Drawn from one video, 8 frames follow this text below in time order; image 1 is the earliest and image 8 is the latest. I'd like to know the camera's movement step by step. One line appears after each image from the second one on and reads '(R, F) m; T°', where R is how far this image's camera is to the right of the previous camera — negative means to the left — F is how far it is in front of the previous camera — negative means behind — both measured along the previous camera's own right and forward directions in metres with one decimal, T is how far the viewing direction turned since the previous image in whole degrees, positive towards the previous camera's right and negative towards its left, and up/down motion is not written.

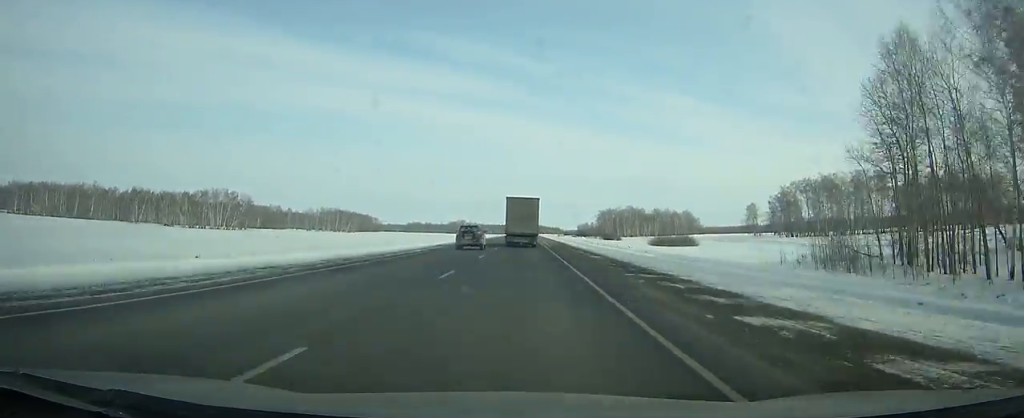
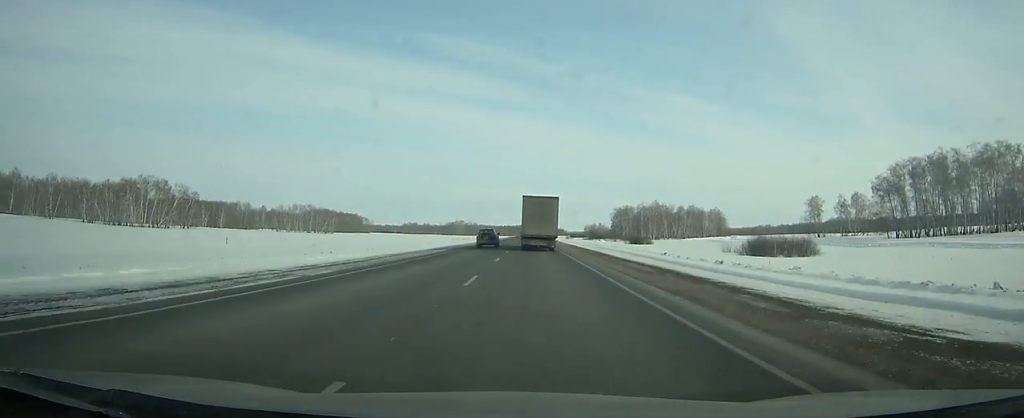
(-0.1, +61.0) m; 0°
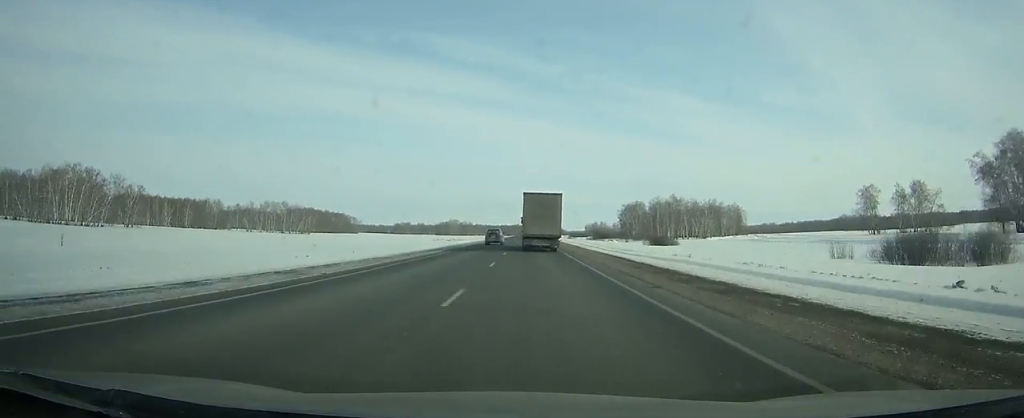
(0.0, +39.2) m; 0°
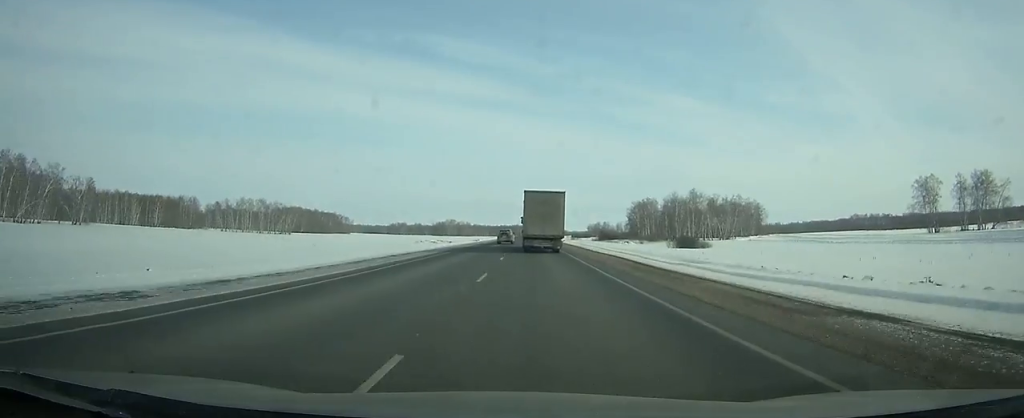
(0.0, +31.9) m; 0°
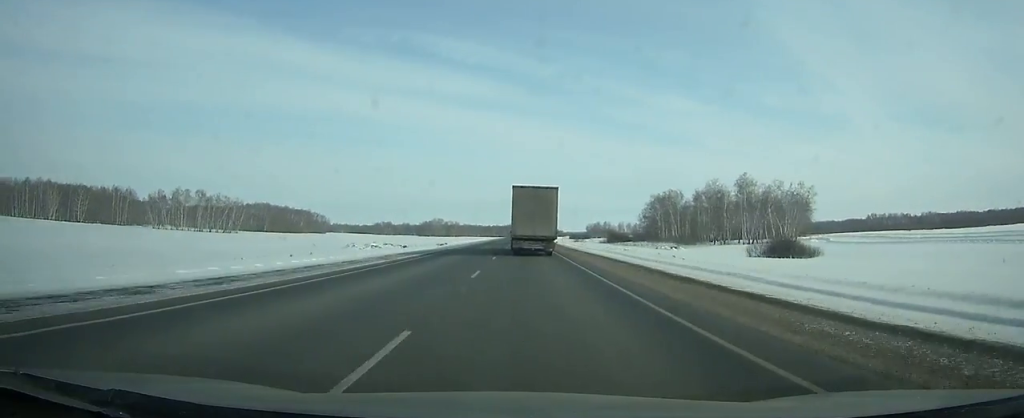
(+0.1, +59.0) m; 0°
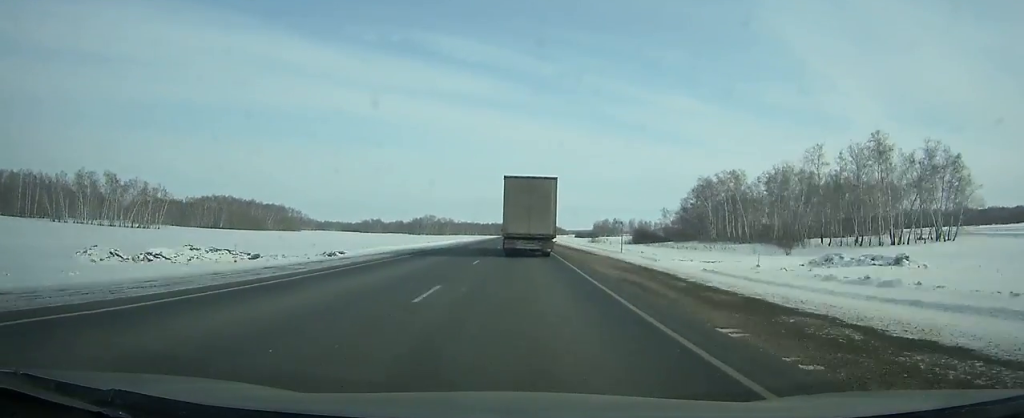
(+0.1, +66.4) m; 0°
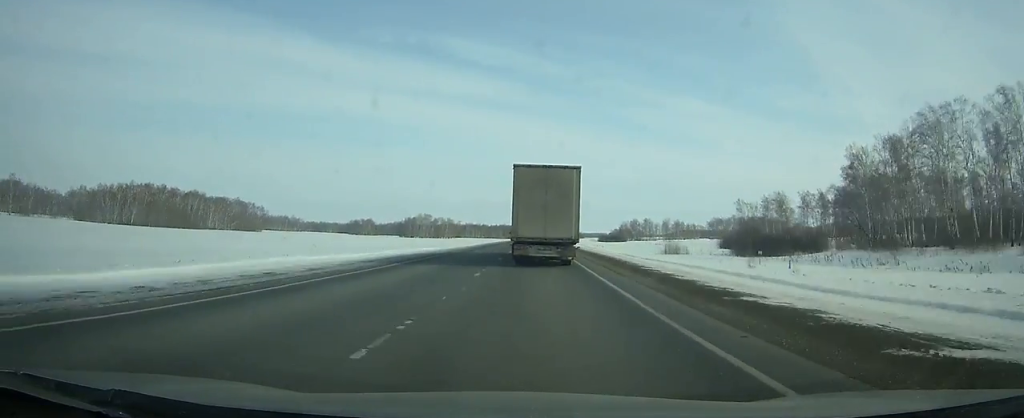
(-0.5, +100.2) m; 0°
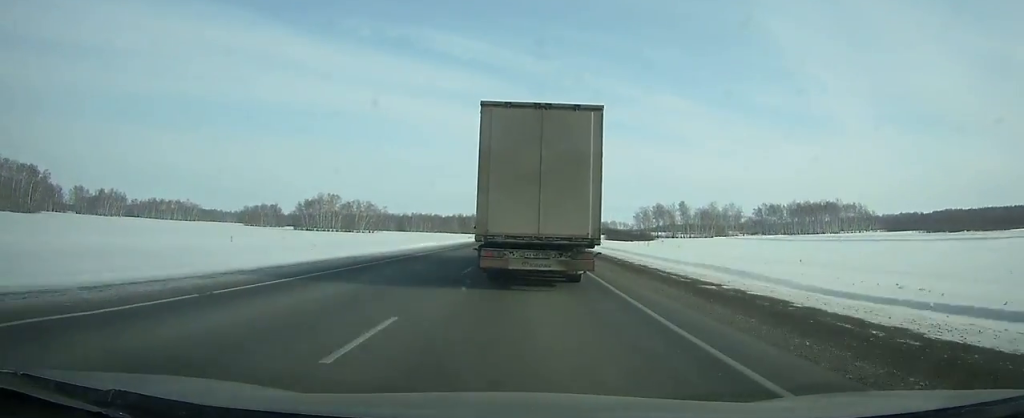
(+3.2, +189.4) m; +2°
